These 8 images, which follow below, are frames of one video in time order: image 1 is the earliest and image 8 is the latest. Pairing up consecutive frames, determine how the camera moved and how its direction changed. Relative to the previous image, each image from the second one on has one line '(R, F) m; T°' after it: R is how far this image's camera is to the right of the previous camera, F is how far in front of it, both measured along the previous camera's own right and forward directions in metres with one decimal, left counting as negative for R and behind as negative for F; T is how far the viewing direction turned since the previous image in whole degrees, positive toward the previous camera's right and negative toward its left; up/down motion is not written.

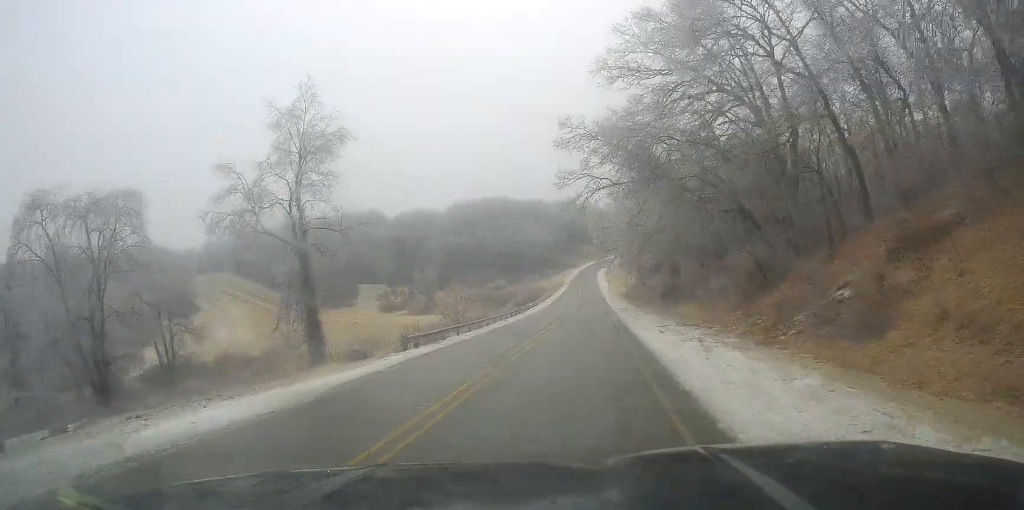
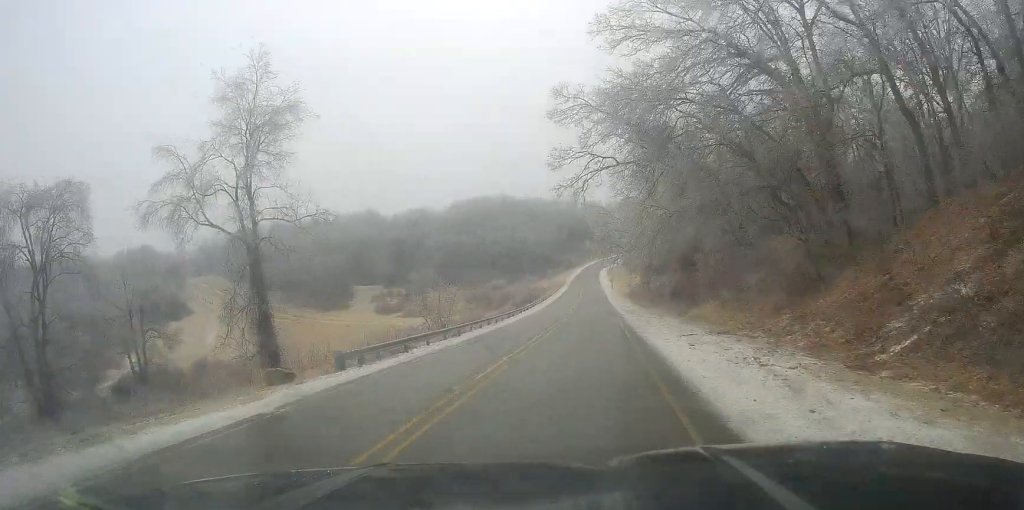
(0.0, +7.9) m; -1°
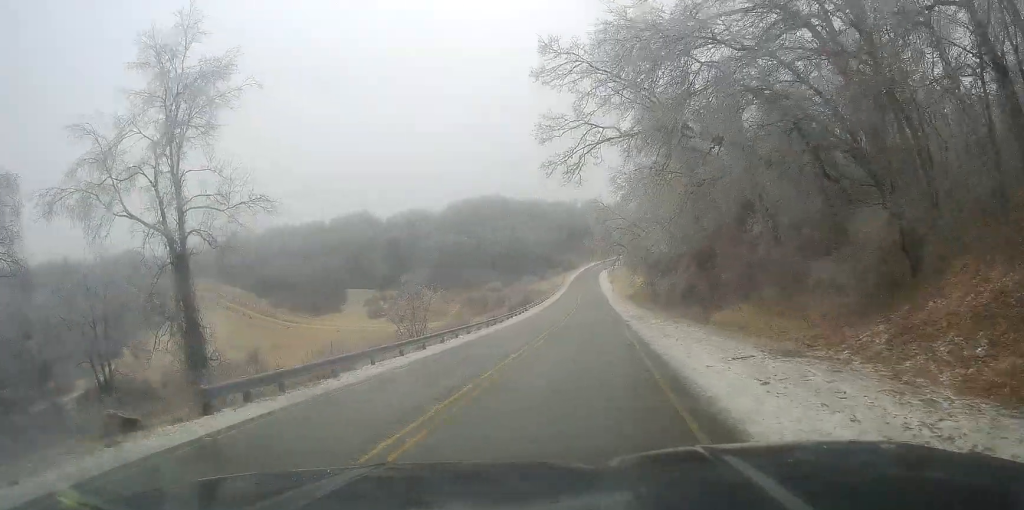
(+0.2, +8.4) m; -2°
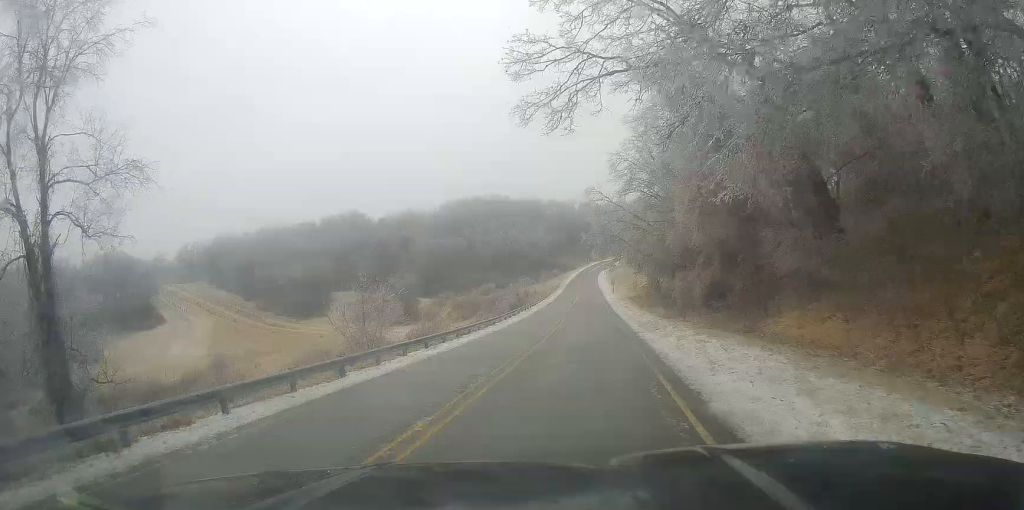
(-0.7, +10.6) m; 0°
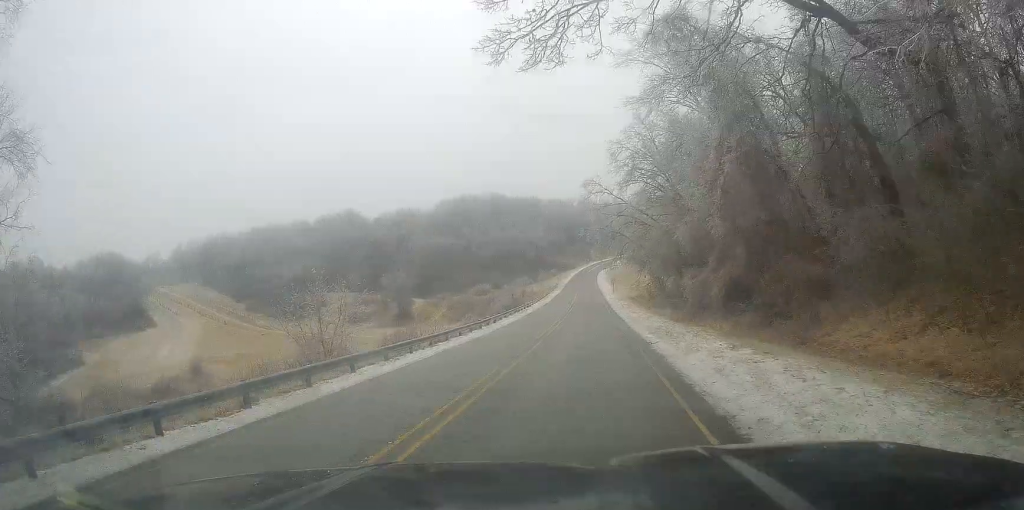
(-0.1, +6.5) m; 0°
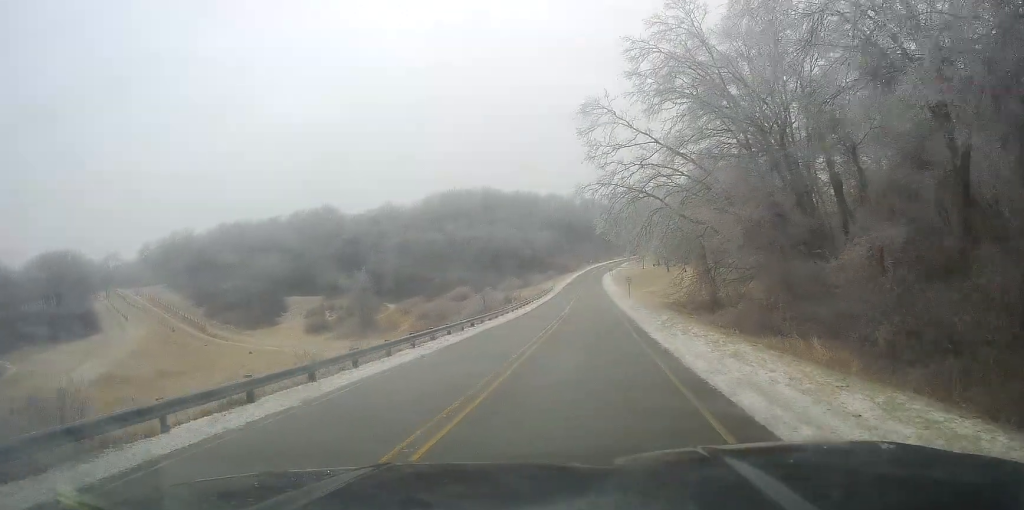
(+1.5, +34.6) m; +1°
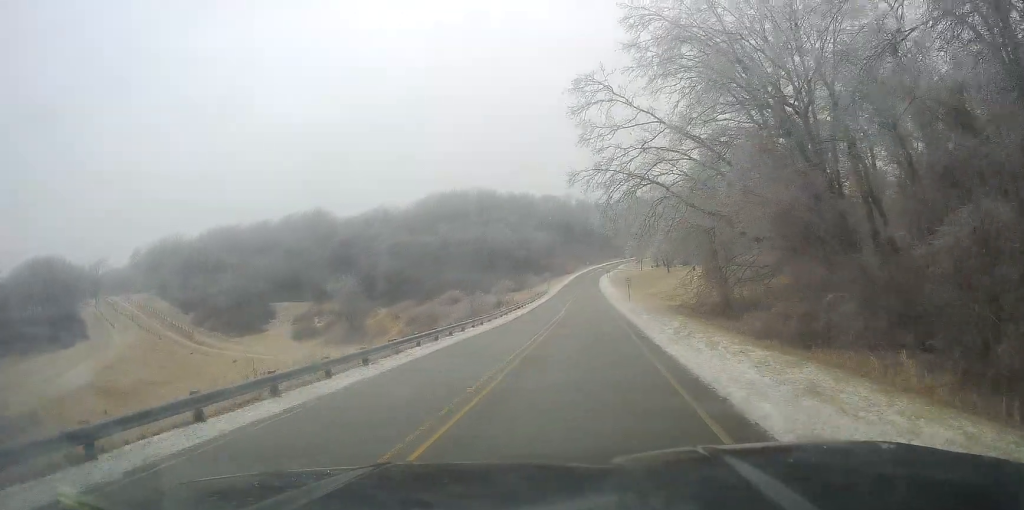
(+0.2, +6.1) m; -1°
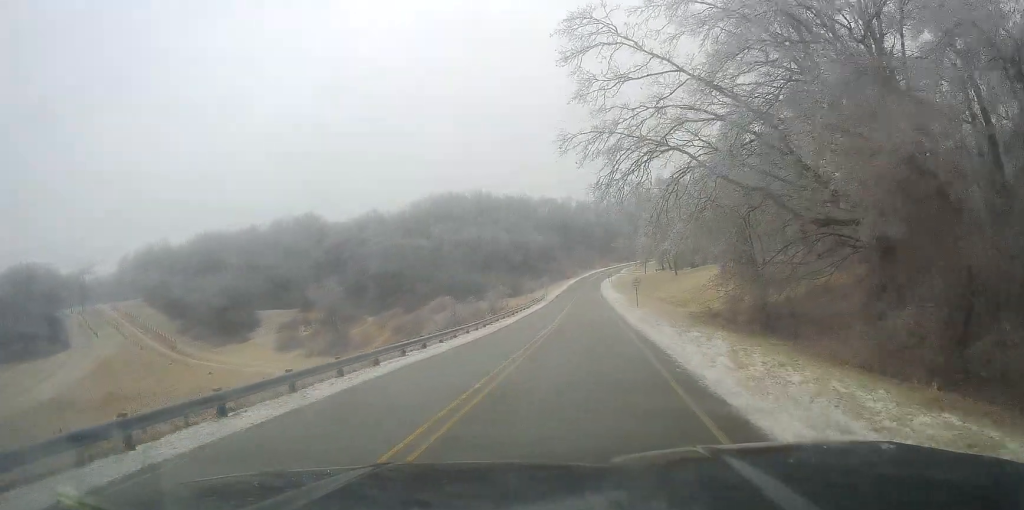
(-0.8, +10.4) m; -1°
